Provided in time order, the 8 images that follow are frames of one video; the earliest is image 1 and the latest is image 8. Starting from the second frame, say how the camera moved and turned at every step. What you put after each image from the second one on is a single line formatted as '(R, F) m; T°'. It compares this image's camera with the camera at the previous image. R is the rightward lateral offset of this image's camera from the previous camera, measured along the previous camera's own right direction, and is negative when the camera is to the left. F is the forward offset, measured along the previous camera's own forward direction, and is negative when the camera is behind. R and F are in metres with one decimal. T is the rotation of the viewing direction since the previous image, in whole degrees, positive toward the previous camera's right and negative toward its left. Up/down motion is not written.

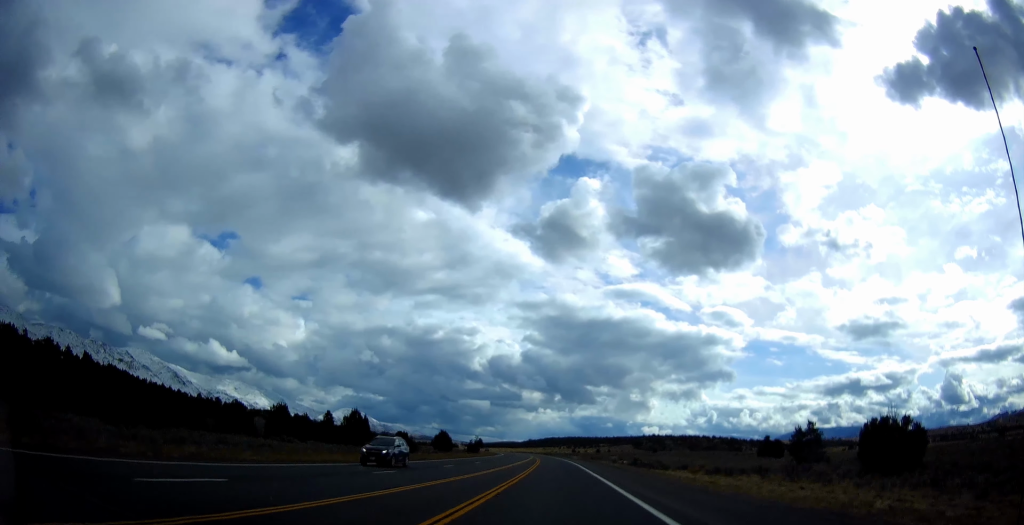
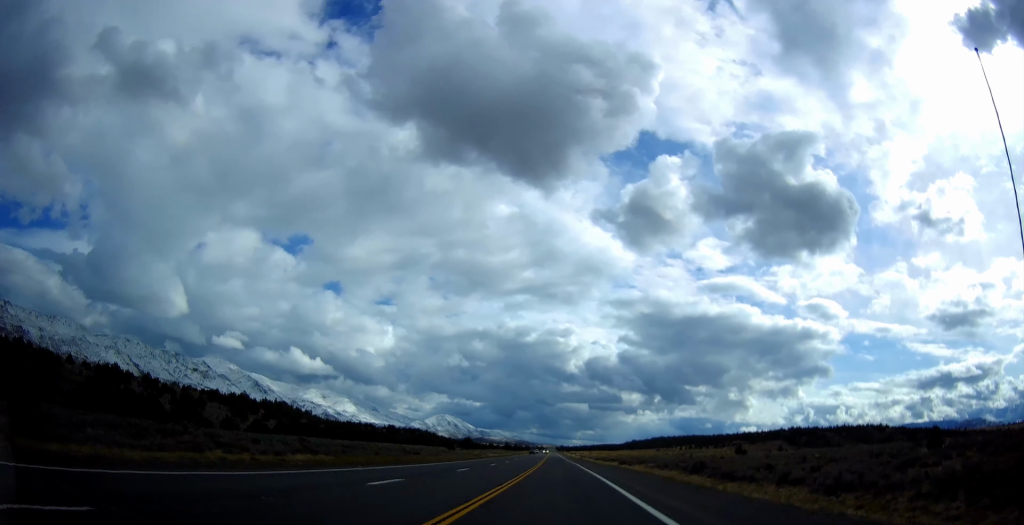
(-21.1, +265.3) m; -8°
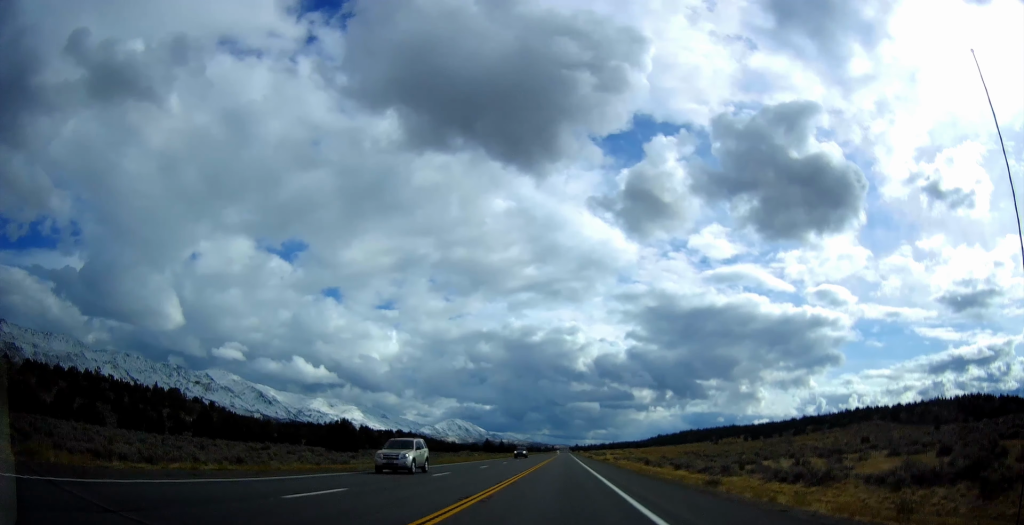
(-4.3, +172.2) m; -2°
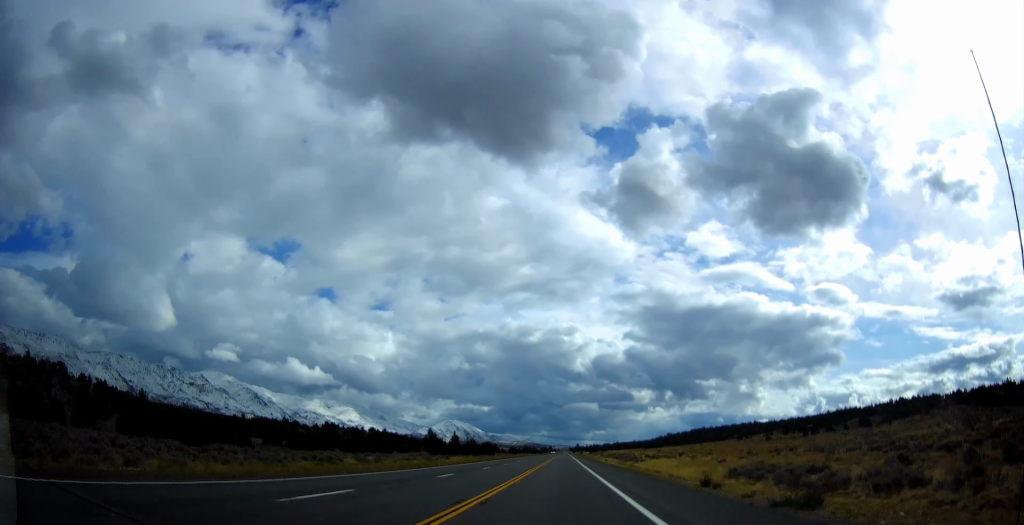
(-0.4, +105.7) m; 0°
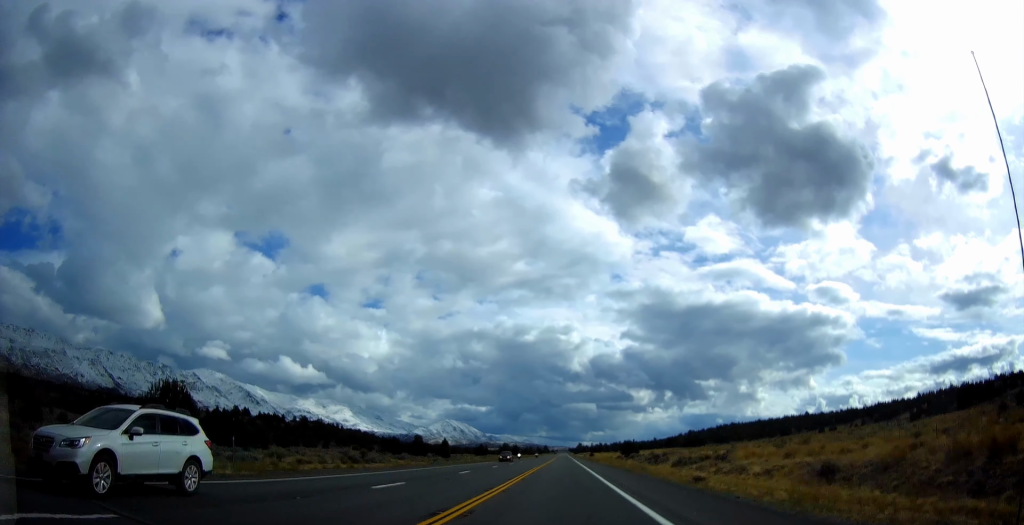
(0.0, +175.7) m; 0°
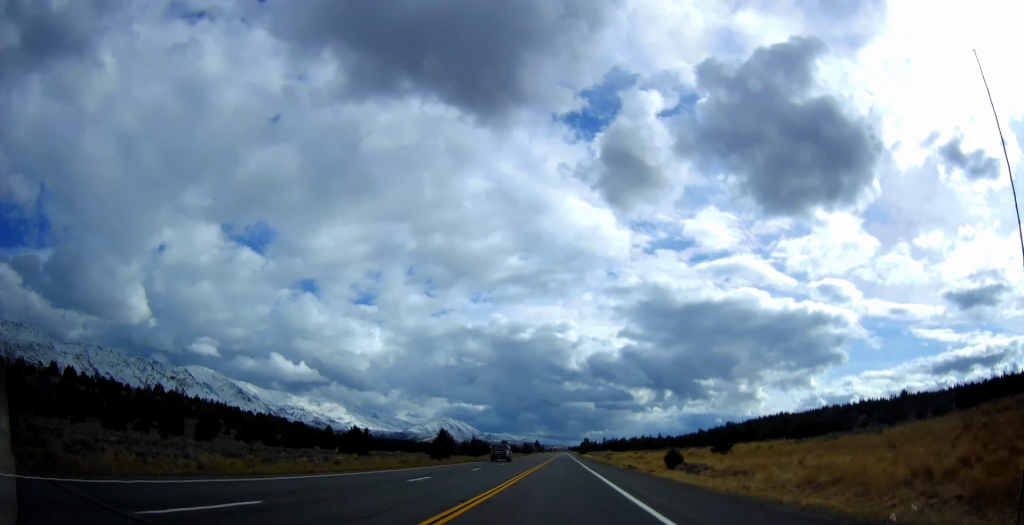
(-0.1, +189.5) m; 0°
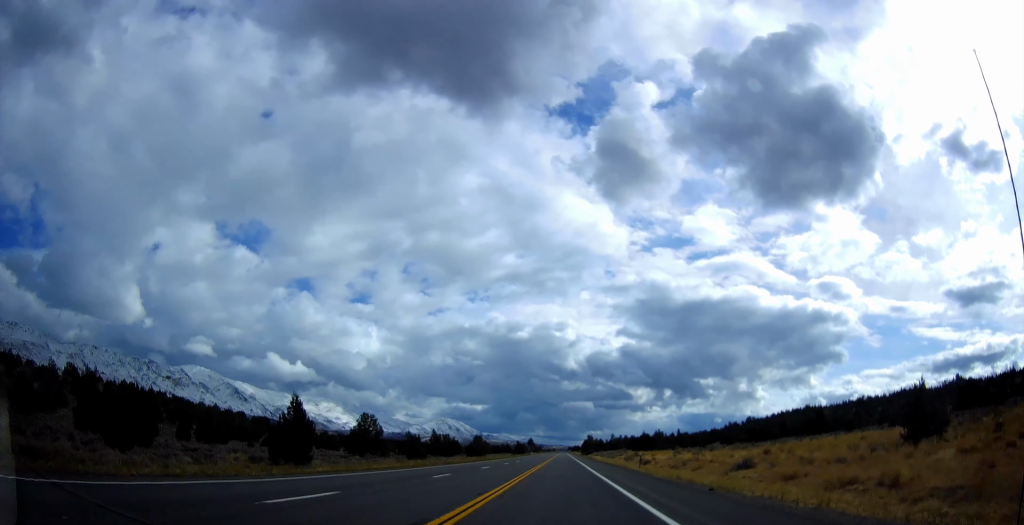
(0.0, +70.3) m; 0°
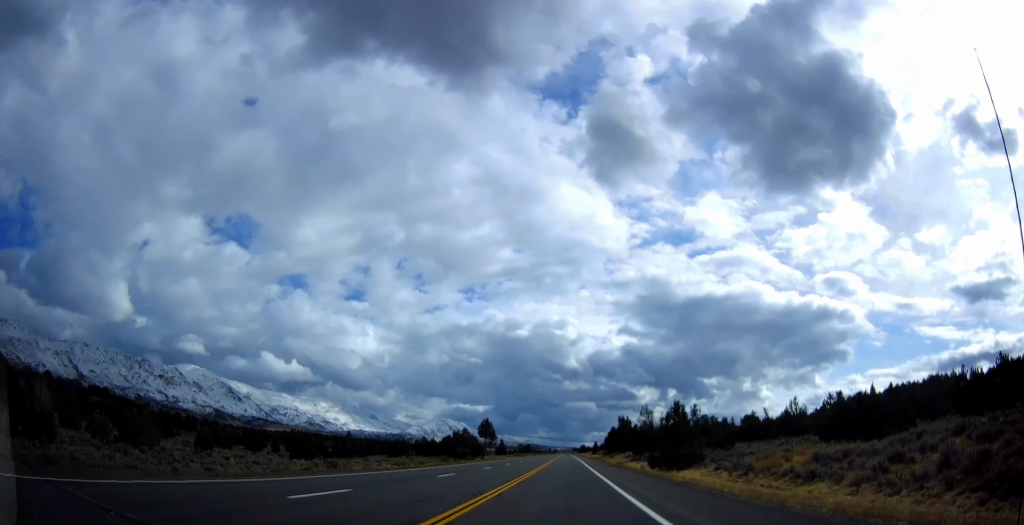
(+0.1, +203.9) m; 0°
